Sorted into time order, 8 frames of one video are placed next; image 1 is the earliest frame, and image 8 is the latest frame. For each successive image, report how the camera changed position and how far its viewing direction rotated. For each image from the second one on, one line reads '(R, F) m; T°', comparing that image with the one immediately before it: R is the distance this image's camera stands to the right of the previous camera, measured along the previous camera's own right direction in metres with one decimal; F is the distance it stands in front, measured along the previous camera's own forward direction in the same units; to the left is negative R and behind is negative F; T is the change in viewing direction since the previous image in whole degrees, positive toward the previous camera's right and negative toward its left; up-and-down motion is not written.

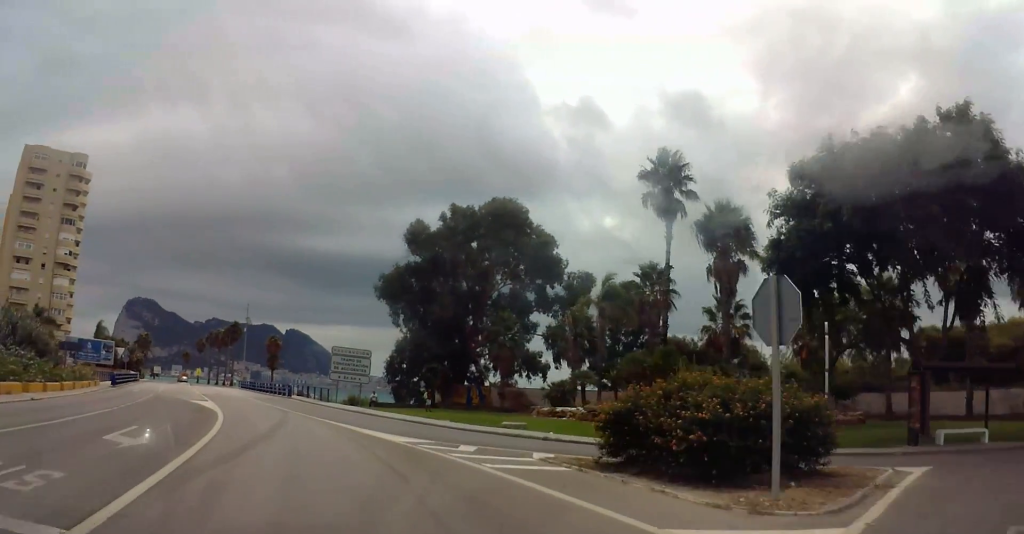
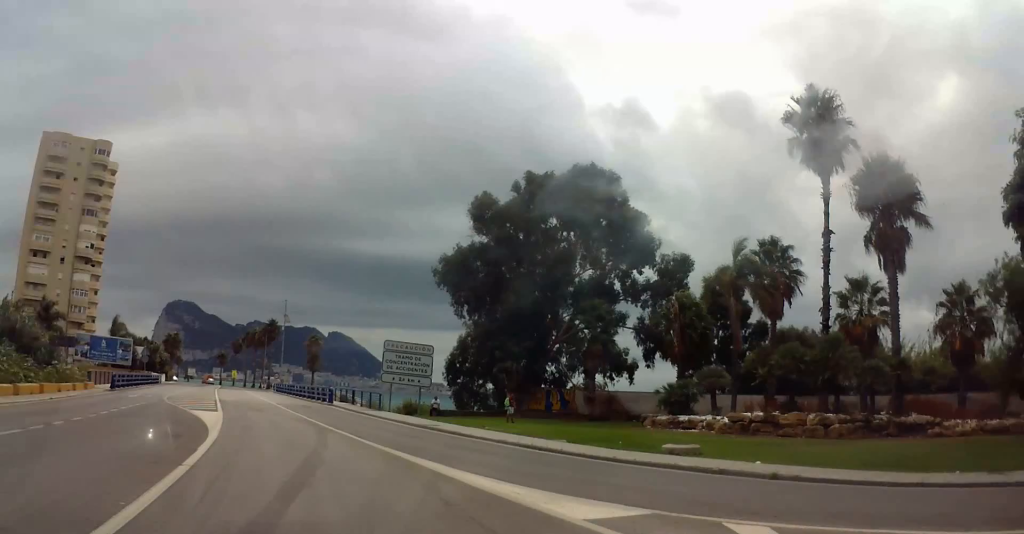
(0.0, +9.9) m; 0°
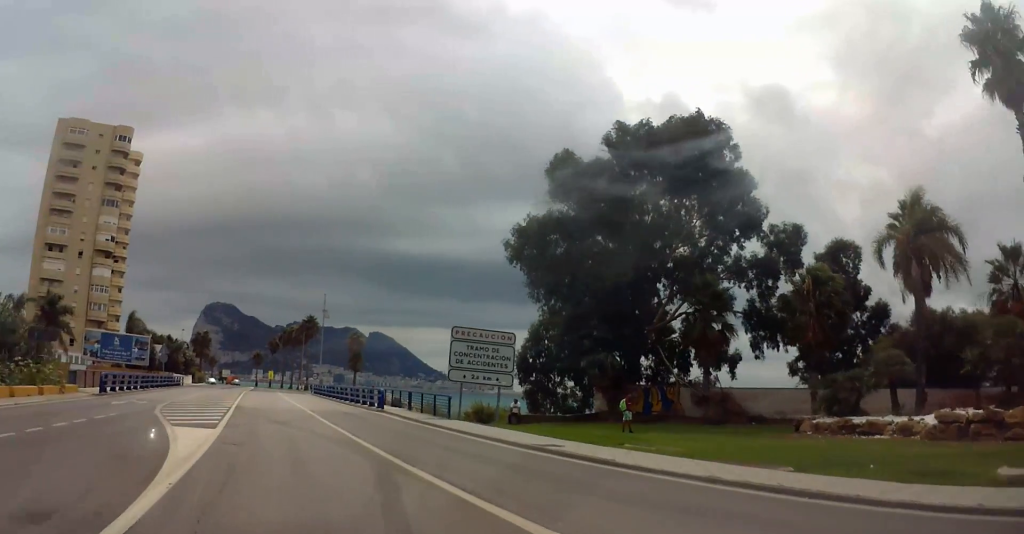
(0.0, +9.1) m; -2°
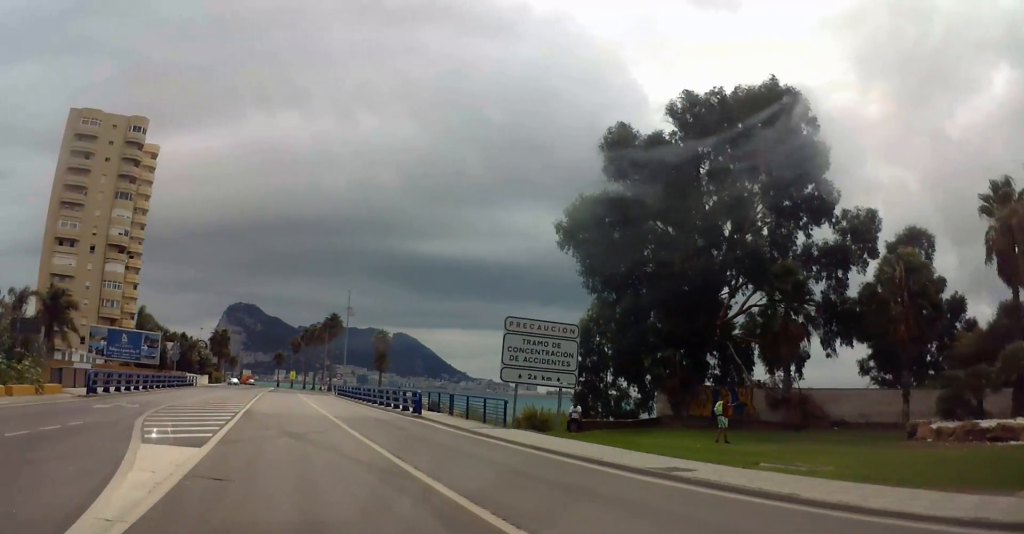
(+0.1, +5.3) m; -1°
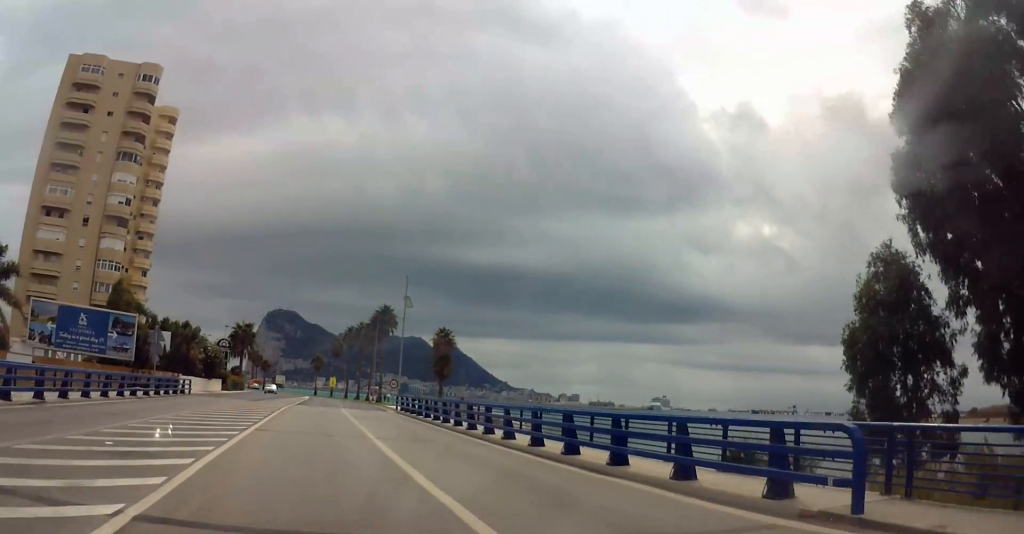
(-1.0, +22.6) m; -3°
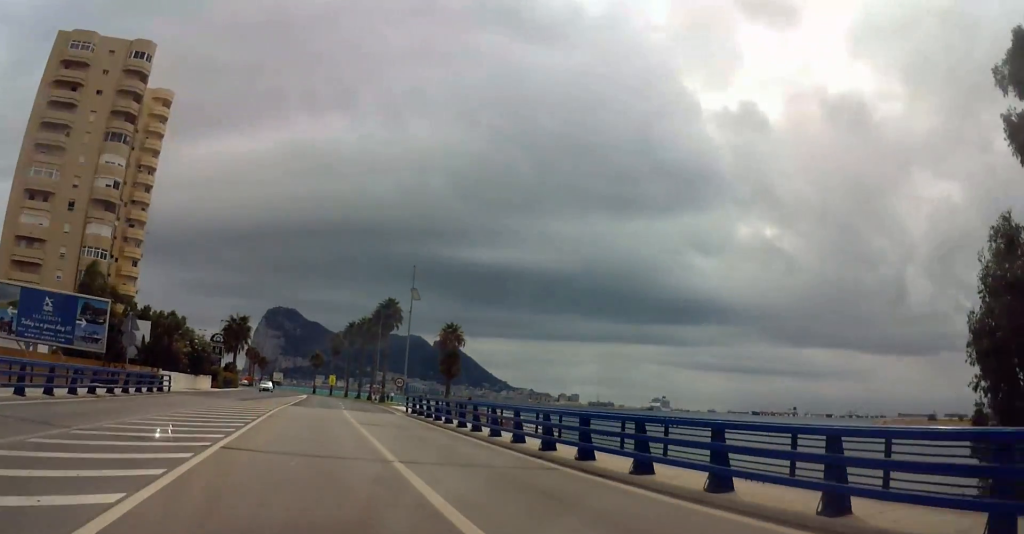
(0.0, +6.0) m; -1°
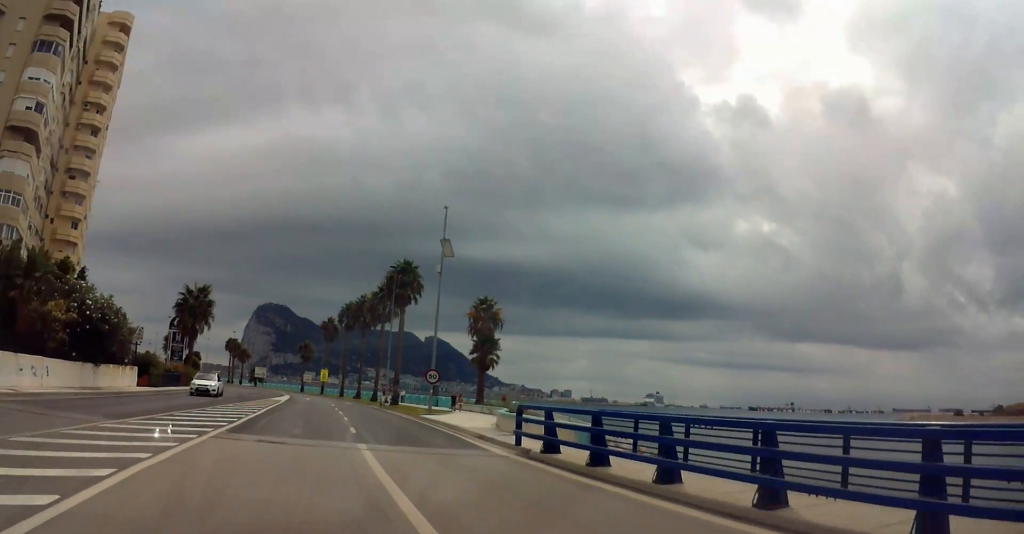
(-0.3, +24.4) m; 0°
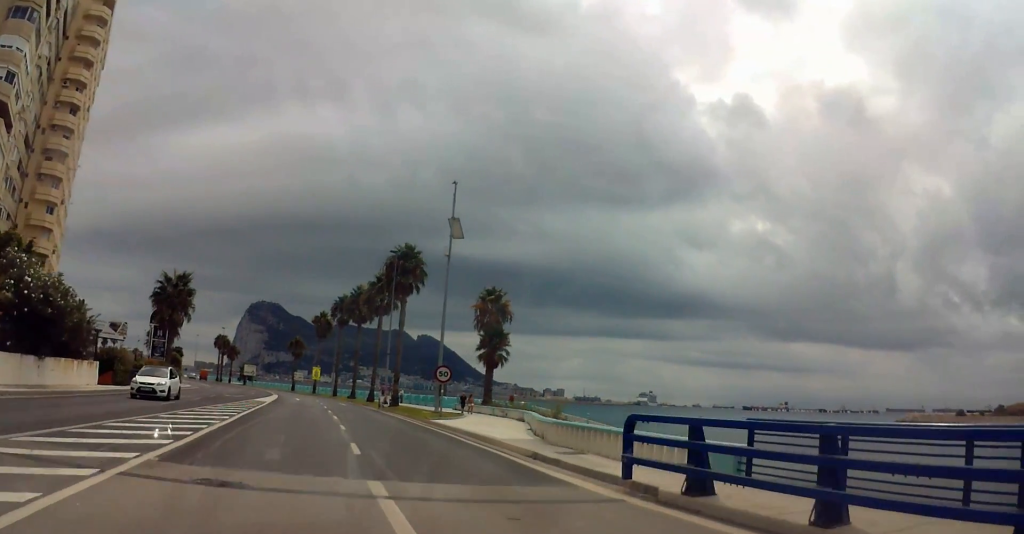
(0.0, +6.6) m; 0°
